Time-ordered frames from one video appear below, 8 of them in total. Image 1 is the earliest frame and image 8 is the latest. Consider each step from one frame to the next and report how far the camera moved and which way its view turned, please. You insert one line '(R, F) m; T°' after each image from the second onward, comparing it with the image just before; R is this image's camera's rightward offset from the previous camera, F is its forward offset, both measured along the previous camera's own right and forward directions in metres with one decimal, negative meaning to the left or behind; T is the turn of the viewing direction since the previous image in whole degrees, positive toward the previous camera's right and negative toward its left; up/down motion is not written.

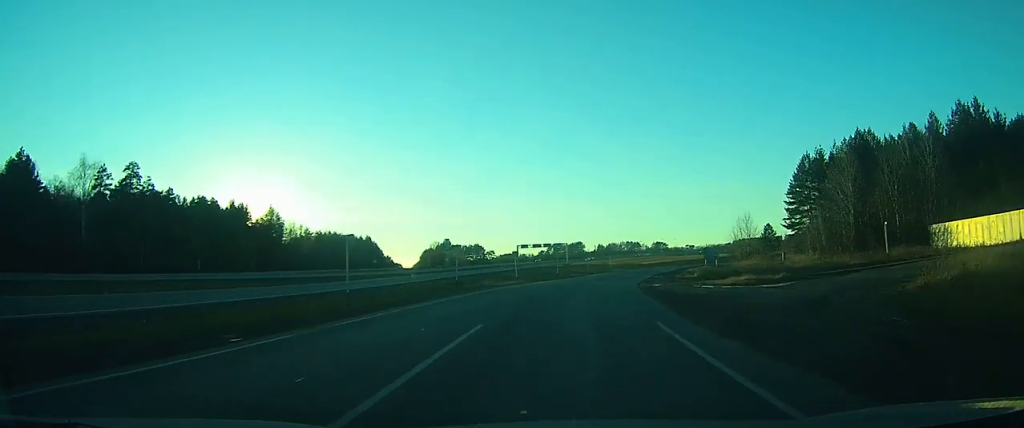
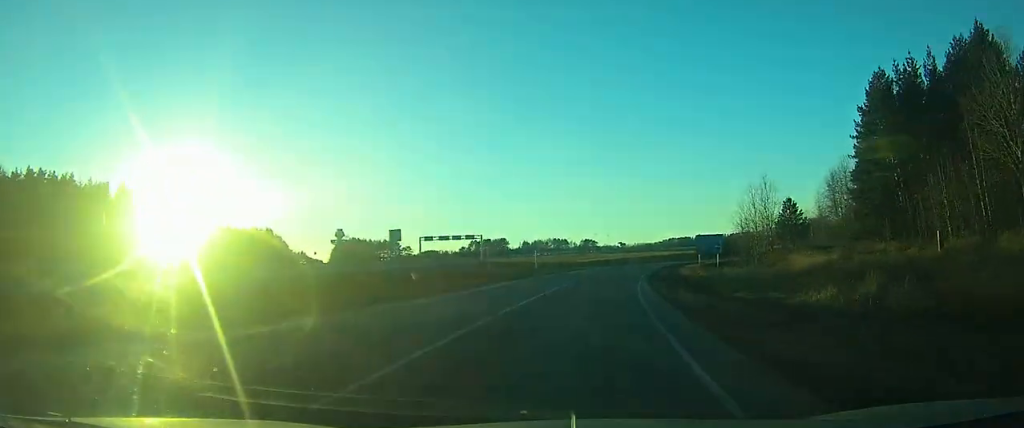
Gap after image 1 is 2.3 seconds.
(+2.2, +40.2) m; +6°
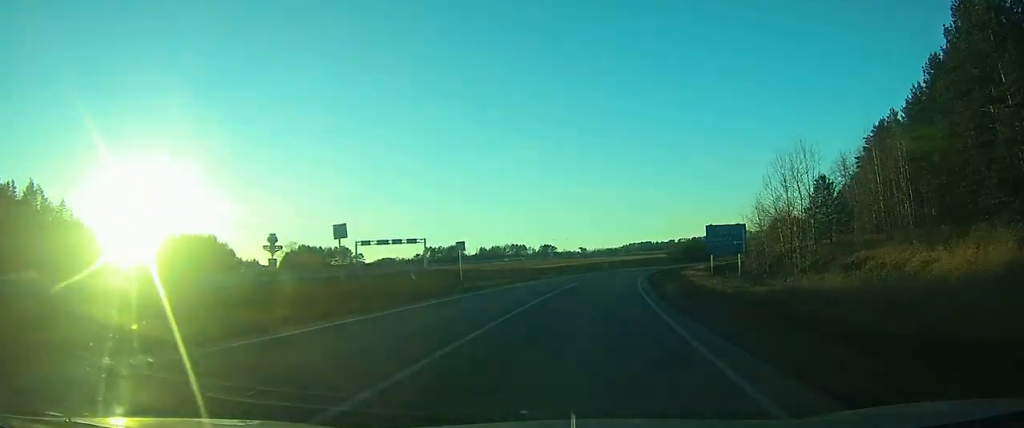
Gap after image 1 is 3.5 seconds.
(+0.5, +18.9) m; +3°
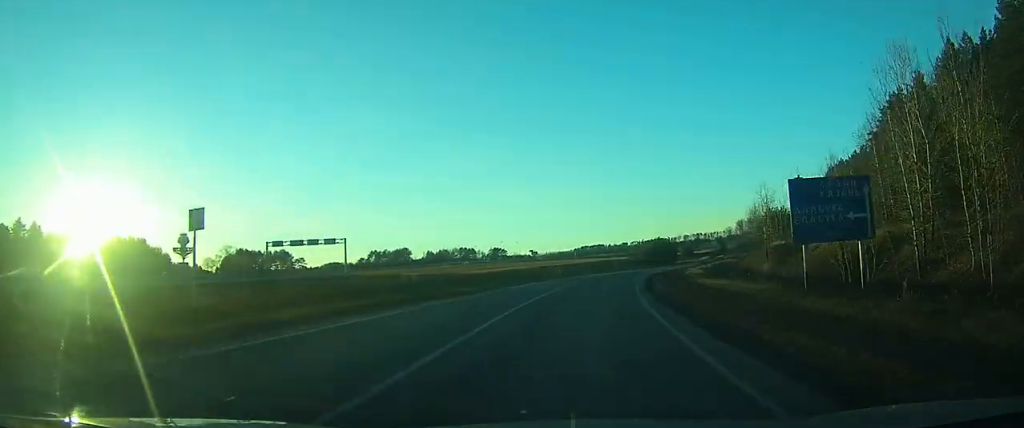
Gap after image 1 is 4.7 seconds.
(+0.8, +22.3) m; +4°
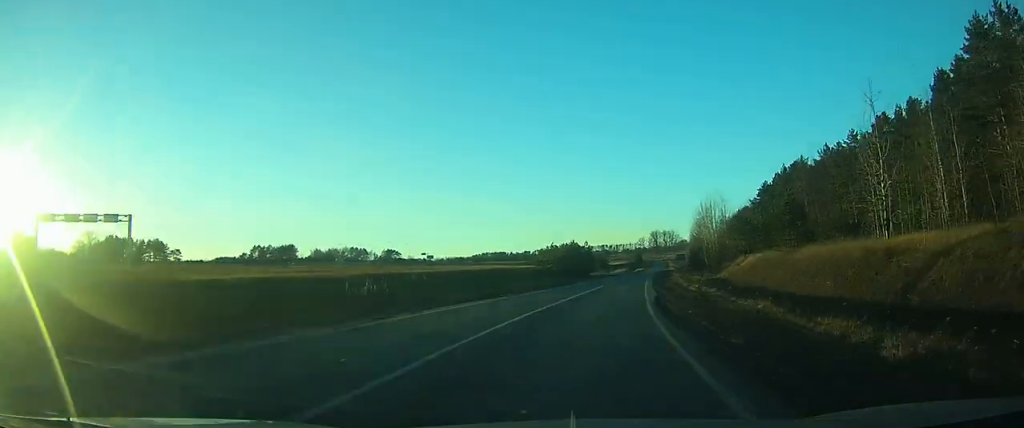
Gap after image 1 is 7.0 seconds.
(+3.1, +40.5) m; +10°
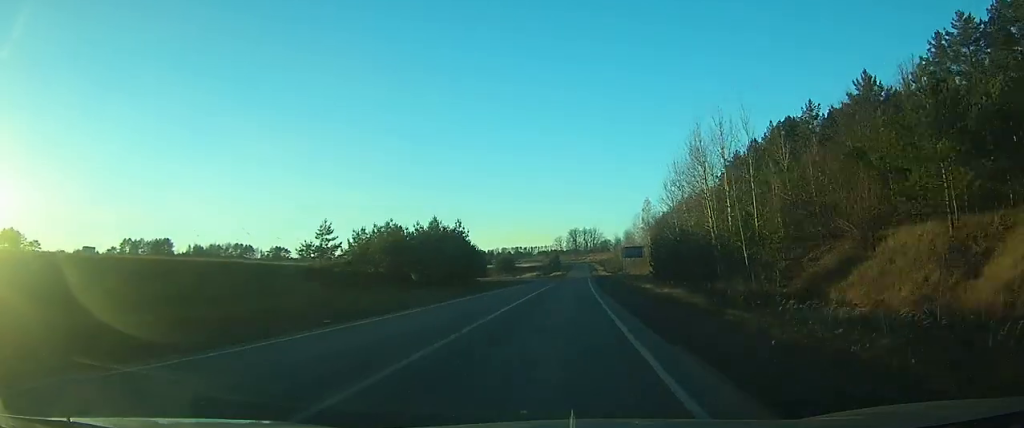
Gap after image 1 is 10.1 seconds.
(+5.6, +55.4) m; +8°
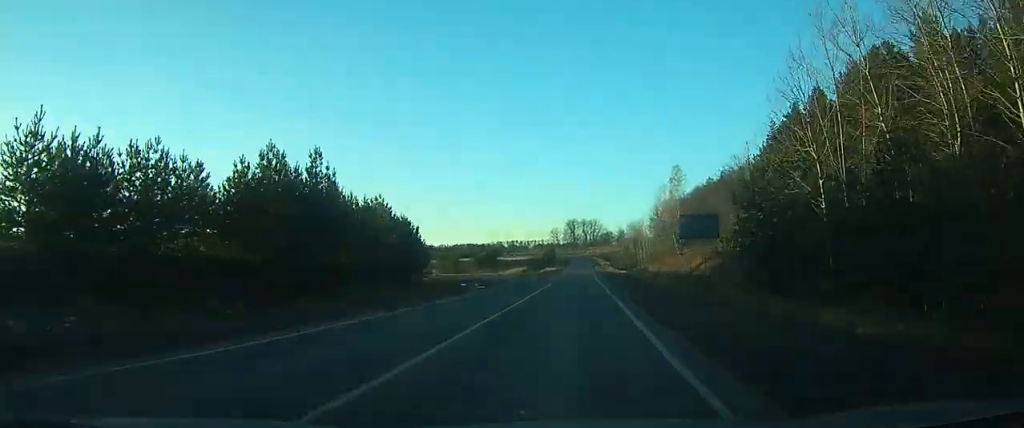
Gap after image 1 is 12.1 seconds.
(-0.1, +33.4) m; 0°
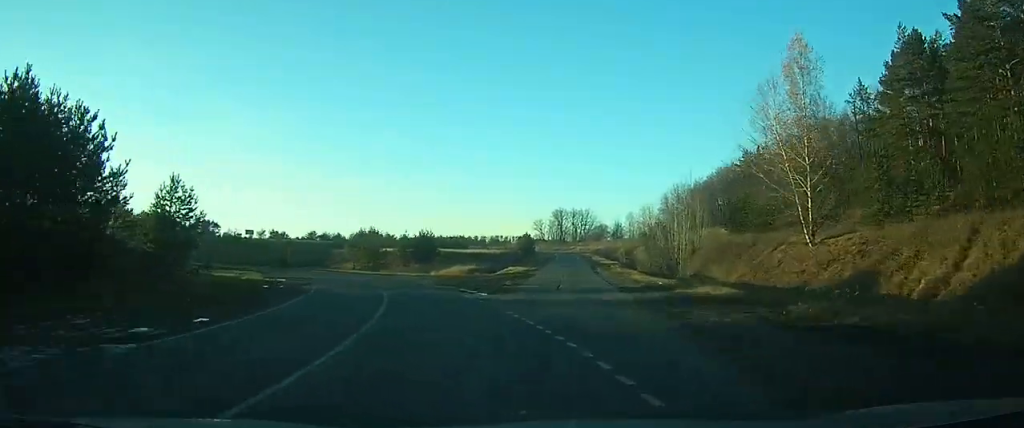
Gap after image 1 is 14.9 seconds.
(+0.3, +48.8) m; +1°
